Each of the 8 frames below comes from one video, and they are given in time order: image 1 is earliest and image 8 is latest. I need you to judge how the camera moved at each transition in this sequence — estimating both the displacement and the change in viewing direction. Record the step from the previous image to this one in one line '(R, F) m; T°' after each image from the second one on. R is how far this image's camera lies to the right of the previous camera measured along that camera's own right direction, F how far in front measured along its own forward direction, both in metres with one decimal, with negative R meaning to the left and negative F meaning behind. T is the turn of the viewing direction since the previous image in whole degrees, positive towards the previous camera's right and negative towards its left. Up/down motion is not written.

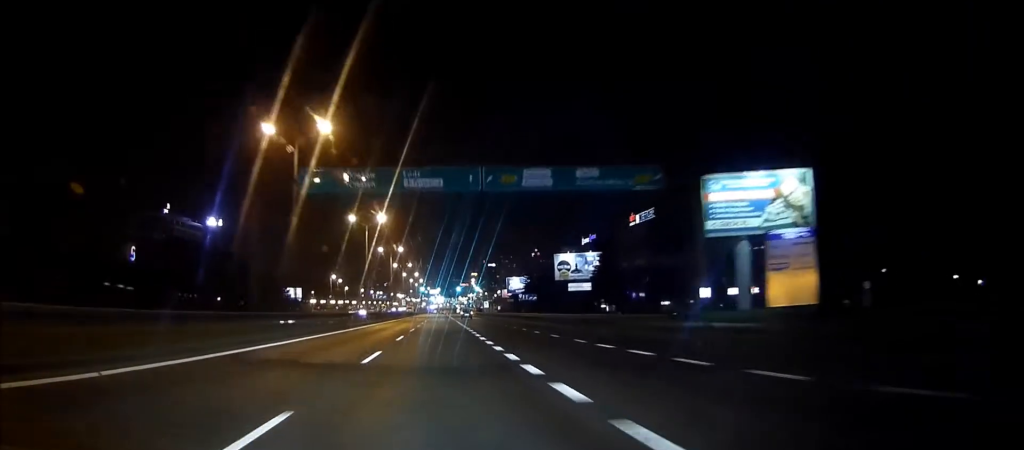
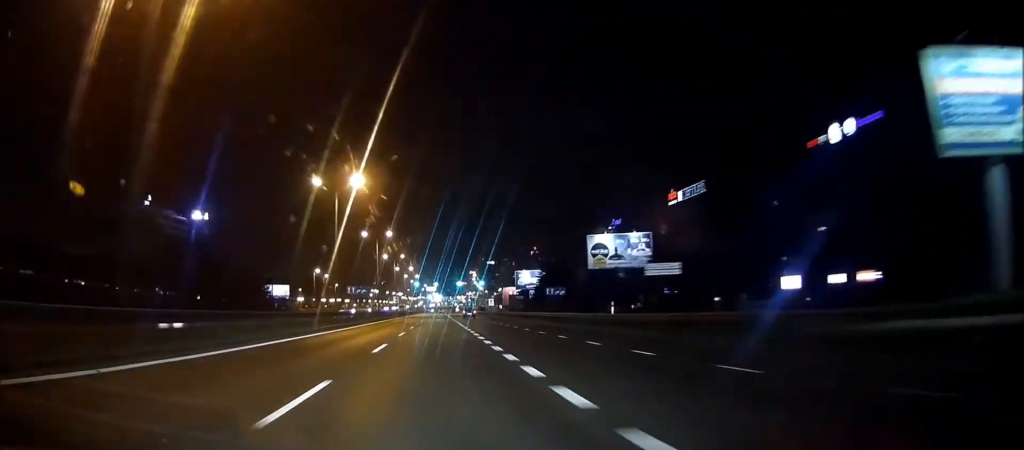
(+0.1, +20.3) m; 0°
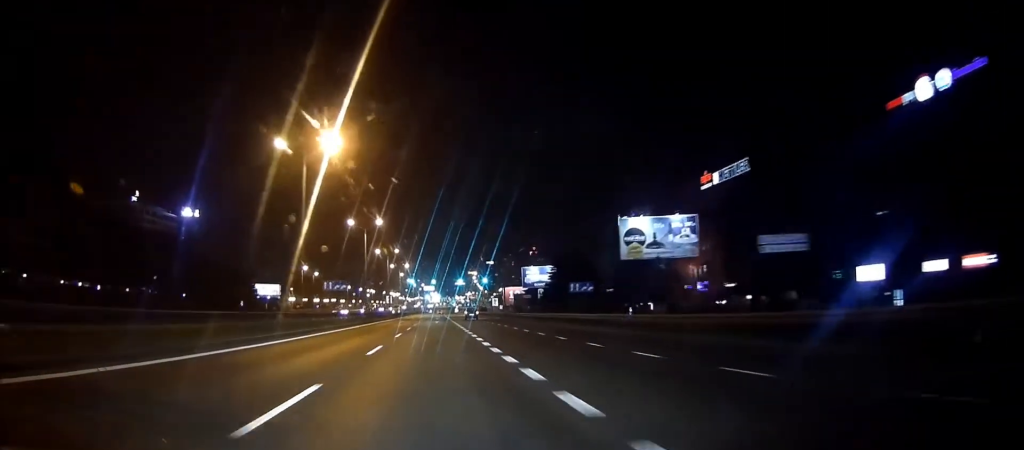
(-0.1, +12.3) m; 0°
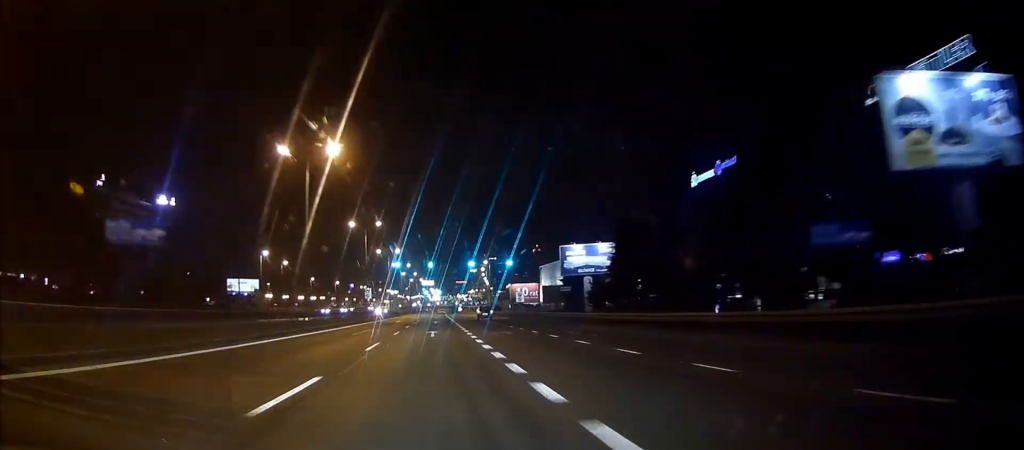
(-0.1, +33.9) m; 0°
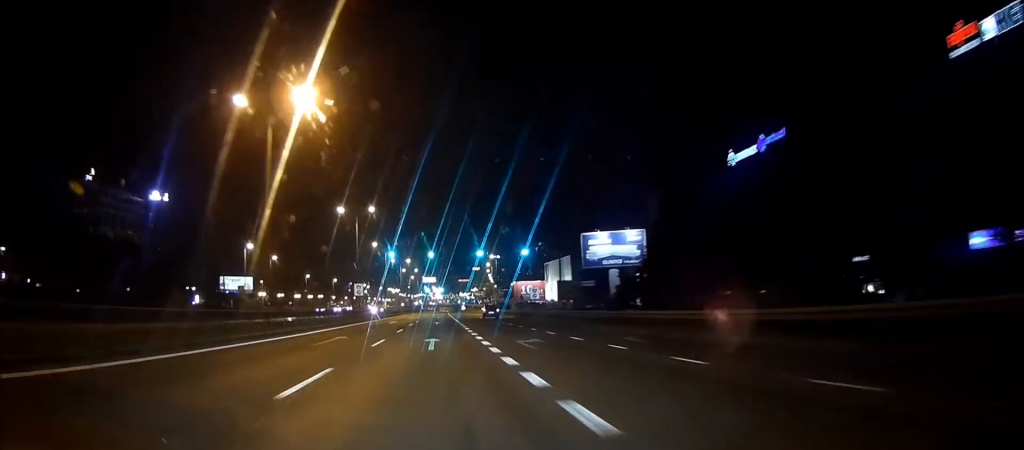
(0.0, +10.3) m; 0°
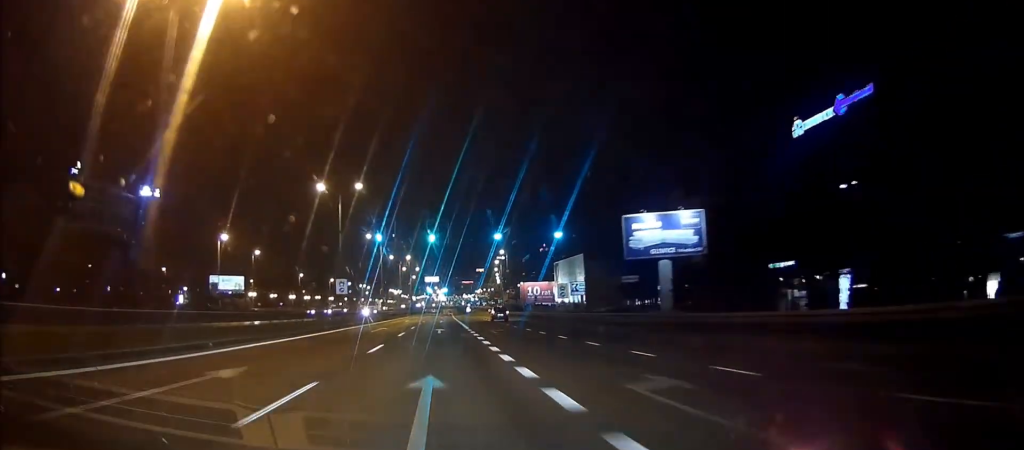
(0.0, +13.8) m; 0°
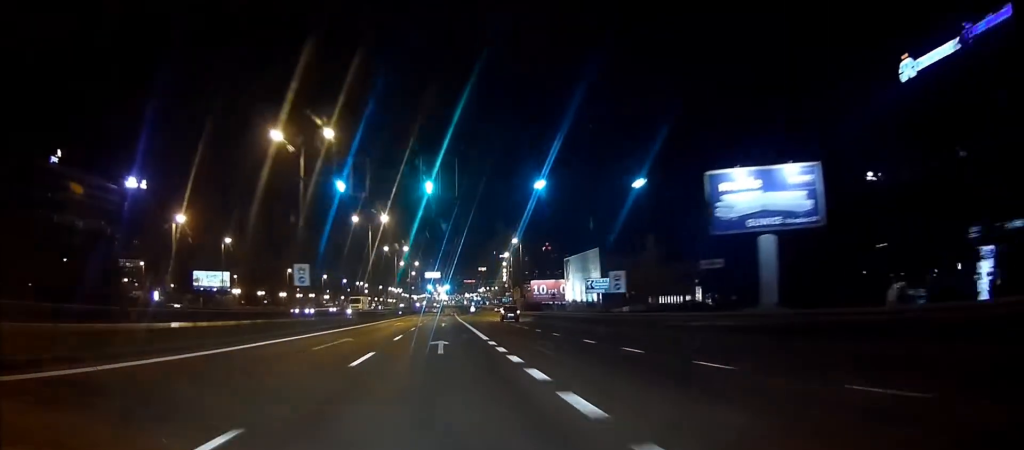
(0.0, +16.2) m; 0°
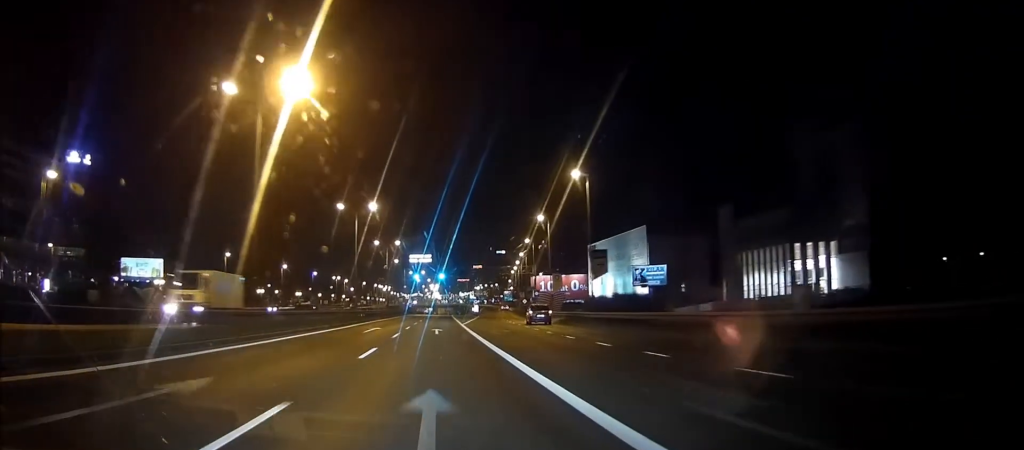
(+0.1, +44.7) m; 0°
